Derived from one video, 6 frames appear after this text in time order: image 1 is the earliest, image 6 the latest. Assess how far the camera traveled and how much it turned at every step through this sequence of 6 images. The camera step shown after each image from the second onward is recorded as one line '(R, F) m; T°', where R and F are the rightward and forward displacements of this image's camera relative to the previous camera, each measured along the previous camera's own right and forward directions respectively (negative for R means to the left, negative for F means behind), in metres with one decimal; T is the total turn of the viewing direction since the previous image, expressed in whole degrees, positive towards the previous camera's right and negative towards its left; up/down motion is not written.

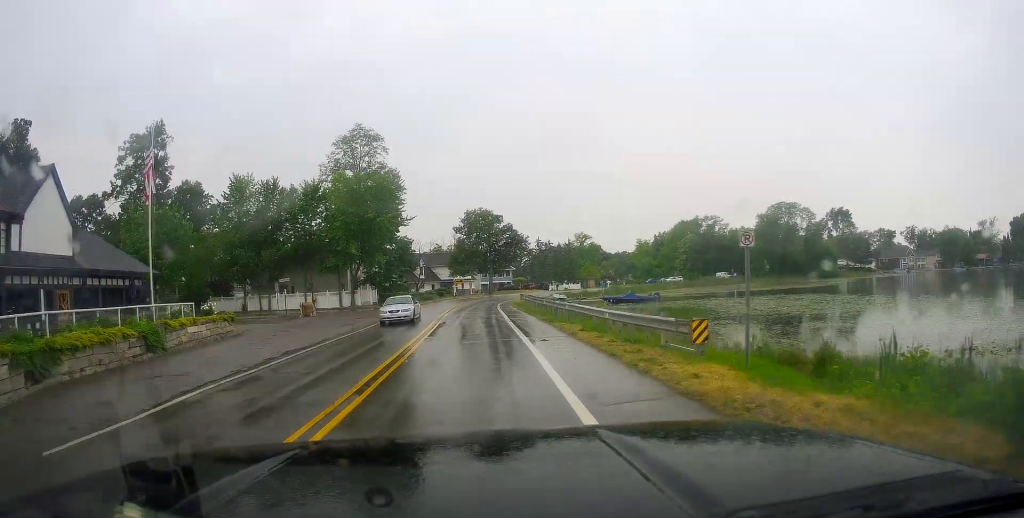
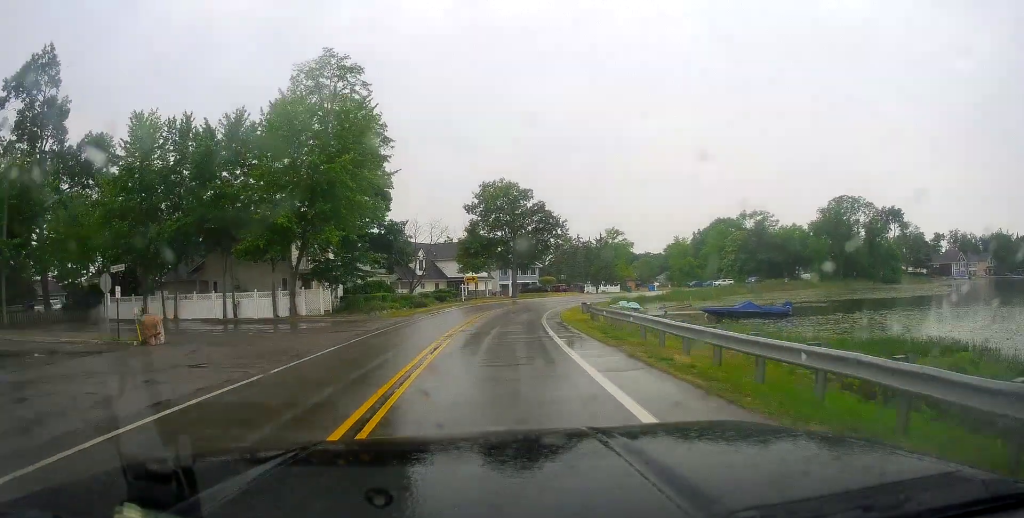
(-0.9, +26.2) m; -2°
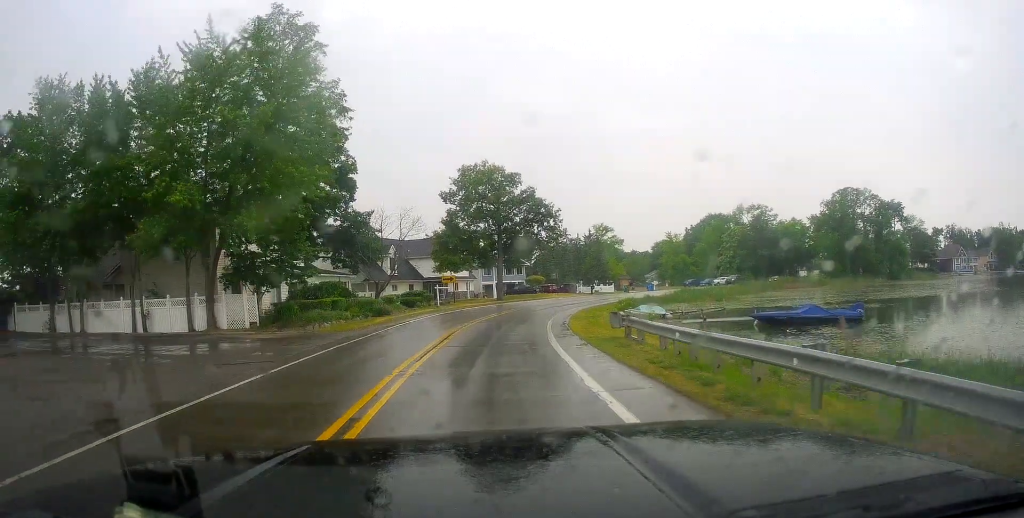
(-0.3, +10.3) m; -1°
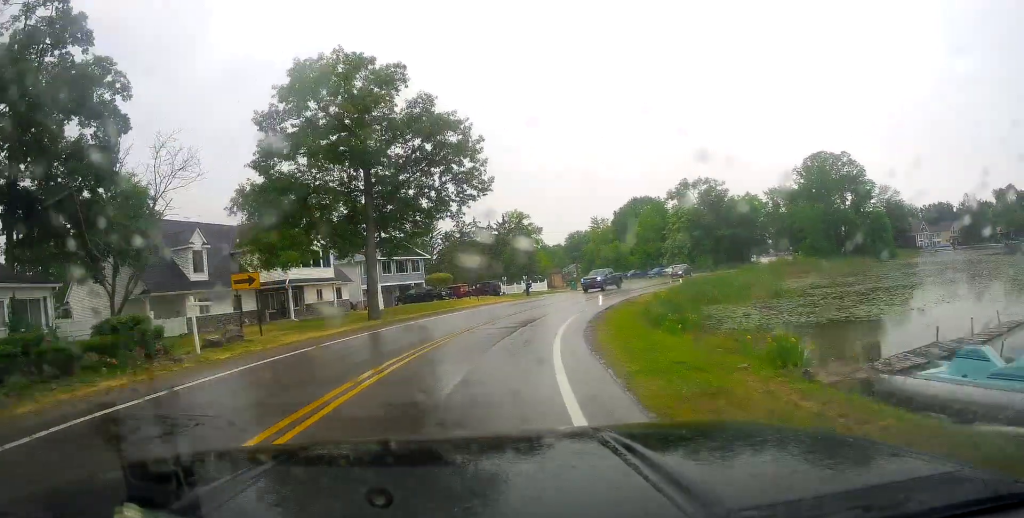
(+1.8, +29.4) m; +6°
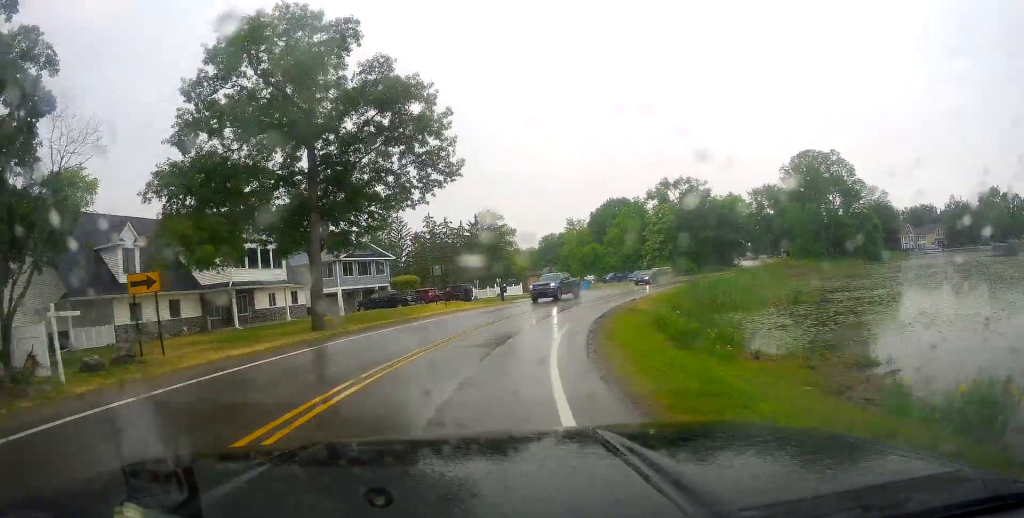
(-0.1, +5.6) m; +2°
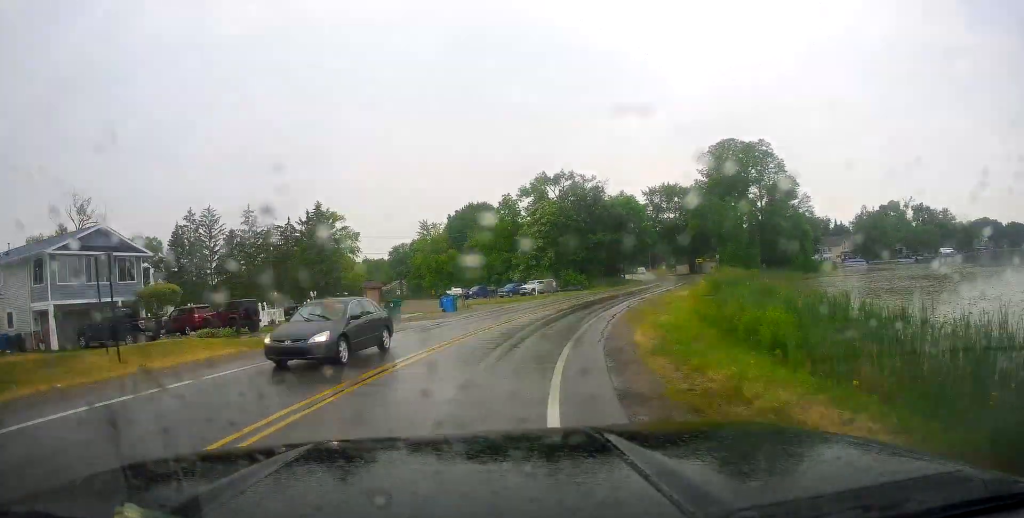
(+2.5, +24.7) m; +16°
